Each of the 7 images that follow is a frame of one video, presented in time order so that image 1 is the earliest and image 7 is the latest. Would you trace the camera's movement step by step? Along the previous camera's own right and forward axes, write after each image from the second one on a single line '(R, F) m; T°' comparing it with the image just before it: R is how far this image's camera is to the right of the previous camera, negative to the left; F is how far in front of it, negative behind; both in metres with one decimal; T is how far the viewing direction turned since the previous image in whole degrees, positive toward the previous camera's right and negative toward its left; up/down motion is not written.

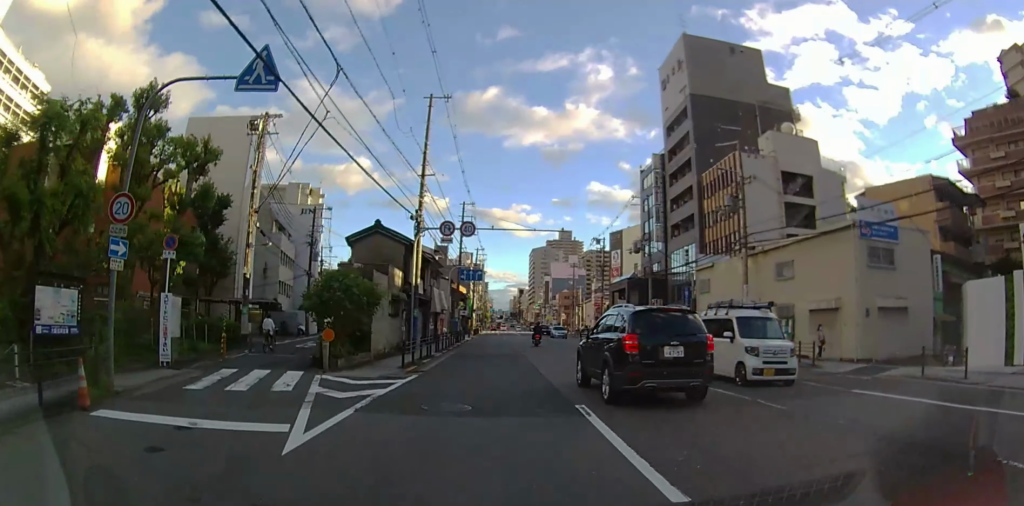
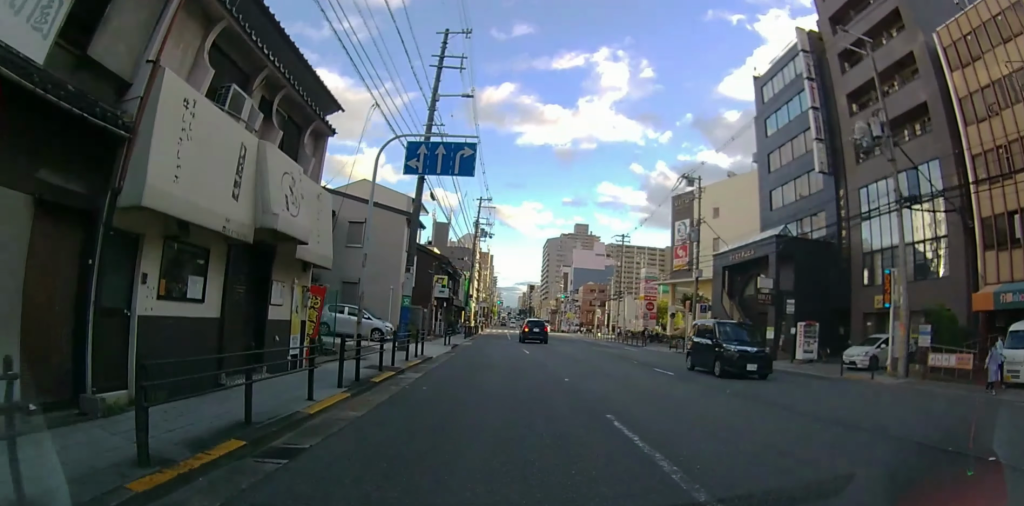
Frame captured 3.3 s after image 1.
(-0.8, +31.5) m; -3°
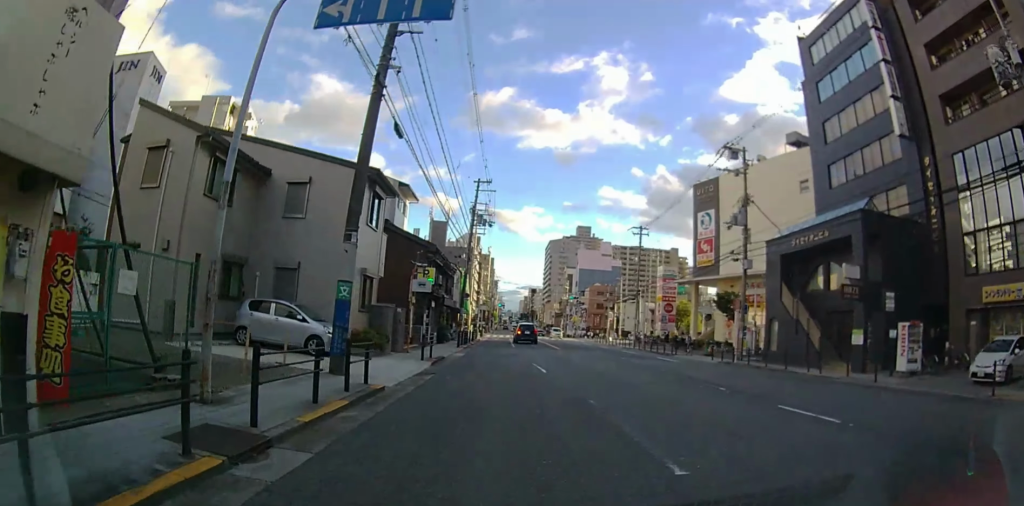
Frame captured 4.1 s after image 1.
(0.0, +7.8) m; 0°
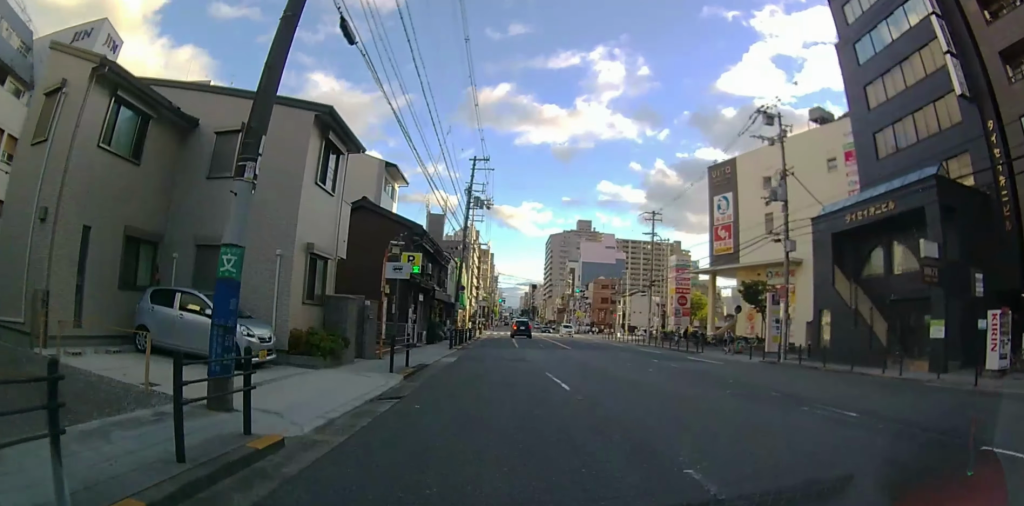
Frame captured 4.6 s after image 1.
(-0.1, +5.3) m; 0°
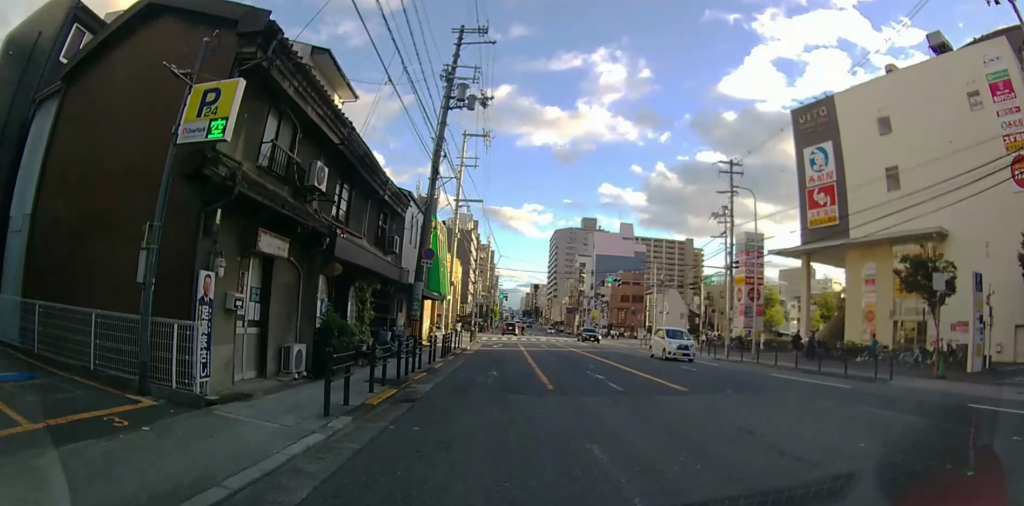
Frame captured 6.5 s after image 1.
(+0.5, +18.4) m; +2°
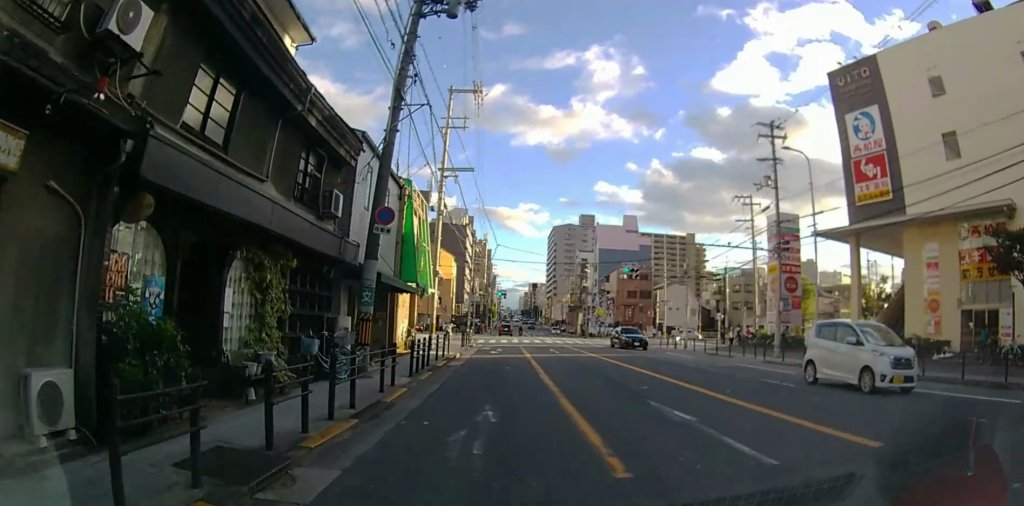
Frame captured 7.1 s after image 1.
(0.0, +6.5) m; 0°
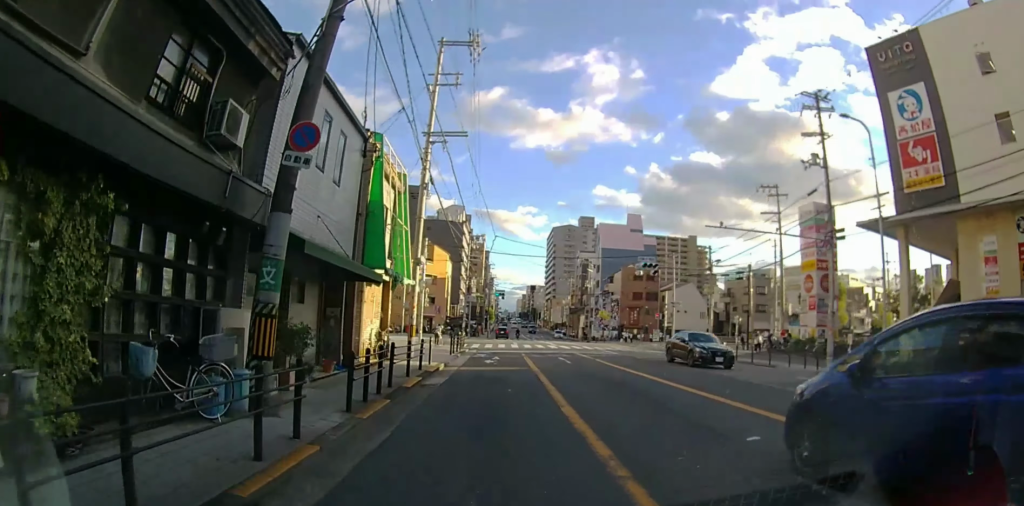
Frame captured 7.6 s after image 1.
(0.0, +5.5) m; 0°
